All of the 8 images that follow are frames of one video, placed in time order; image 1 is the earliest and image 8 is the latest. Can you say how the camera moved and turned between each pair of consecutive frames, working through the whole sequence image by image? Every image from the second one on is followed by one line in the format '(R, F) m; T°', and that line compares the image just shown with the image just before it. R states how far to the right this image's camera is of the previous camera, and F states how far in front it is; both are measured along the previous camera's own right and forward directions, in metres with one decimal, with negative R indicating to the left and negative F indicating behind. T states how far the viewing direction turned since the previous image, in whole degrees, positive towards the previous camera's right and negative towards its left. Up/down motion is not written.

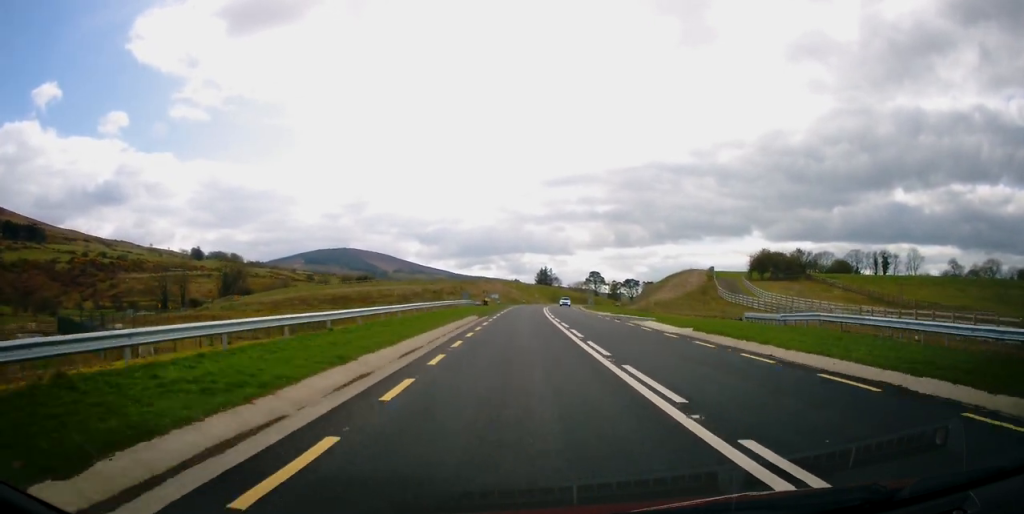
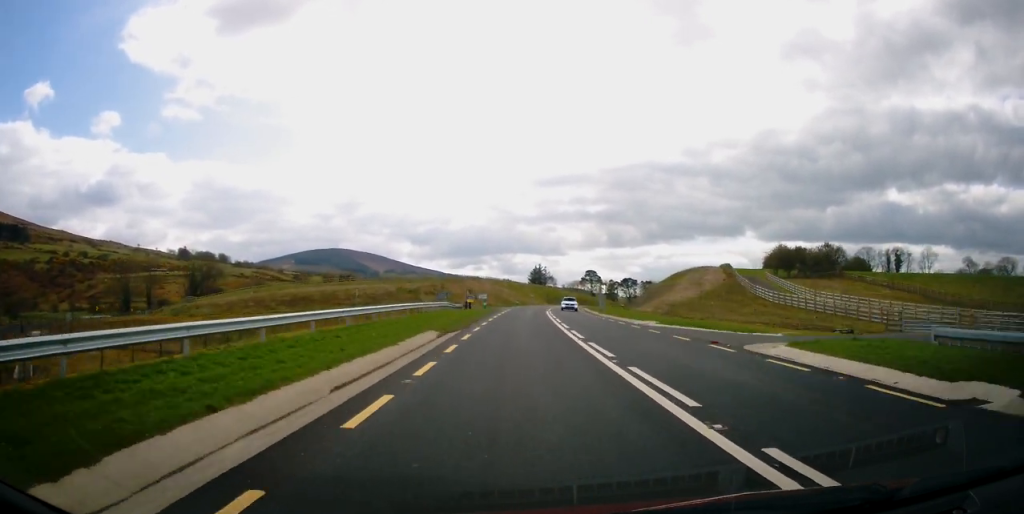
(0.0, +18.1) m; 0°
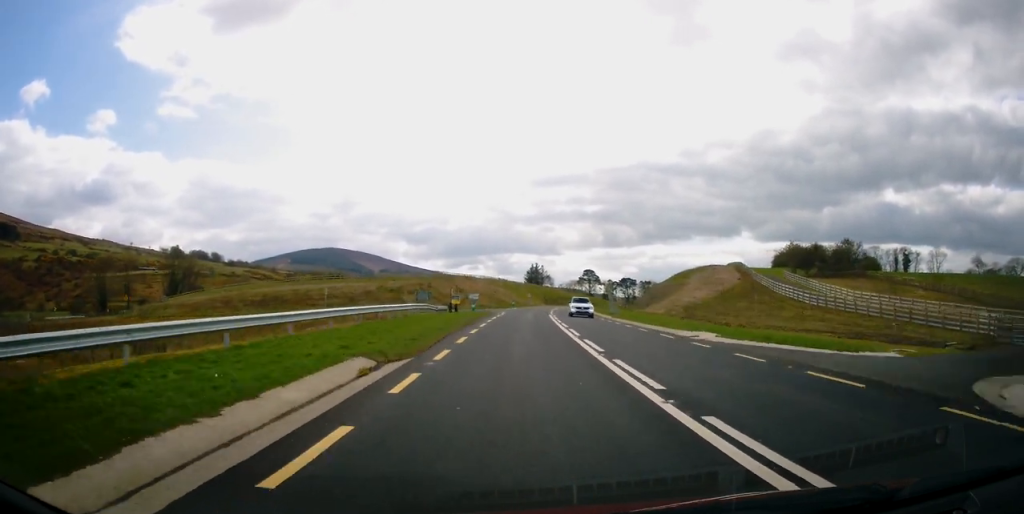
(0.0, +10.3) m; +1°
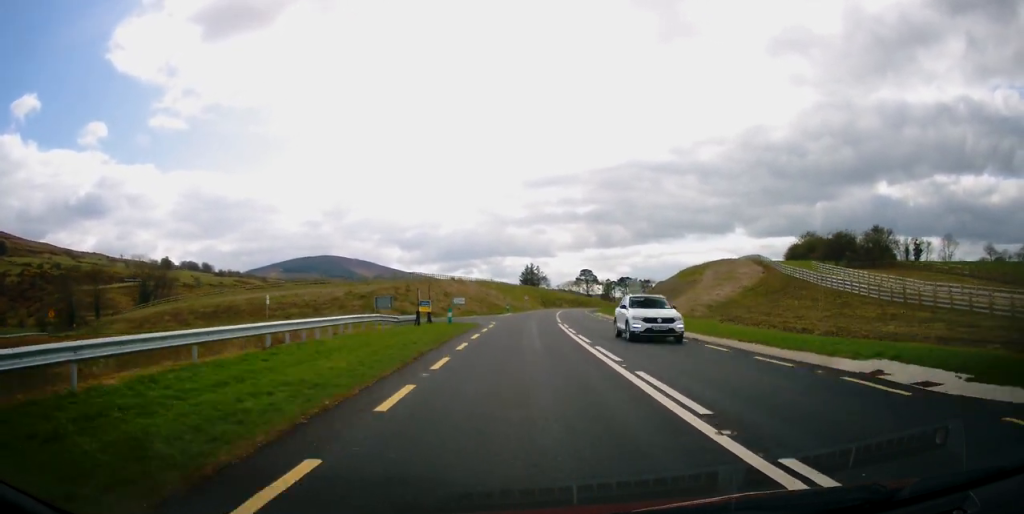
(-0.1, +13.7) m; +1°
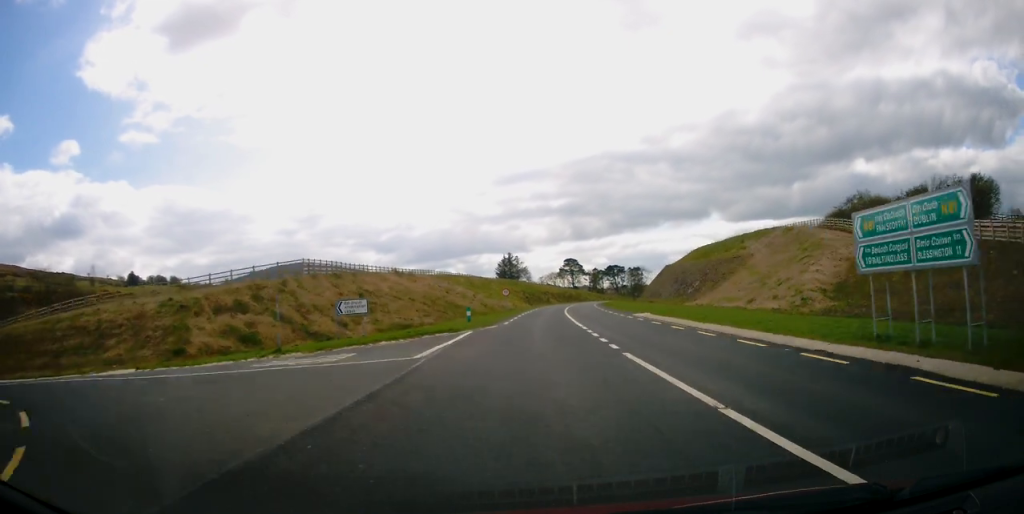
(+0.8, +34.2) m; +2°
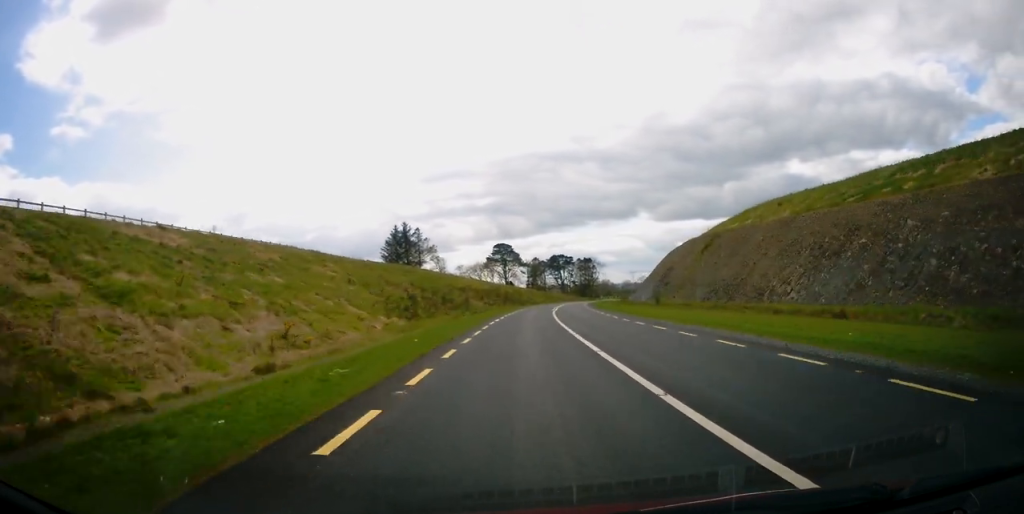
(+4.5, +77.2) m; +6°
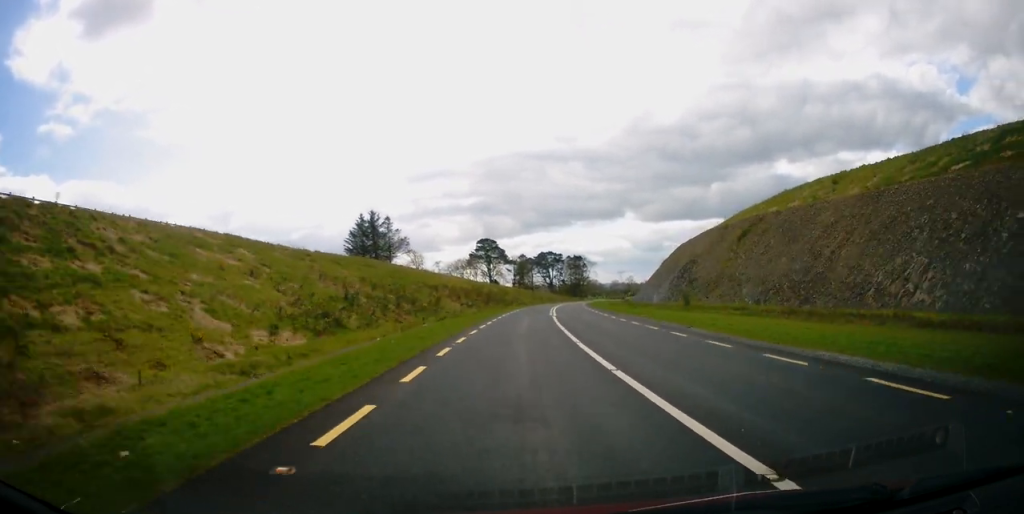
(+0.2, +15.9) m; +1°
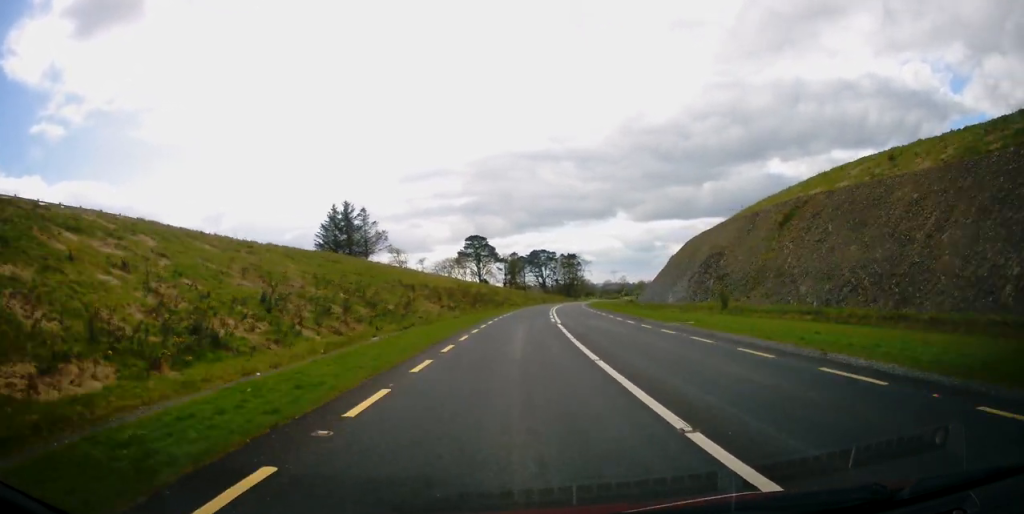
(+0.1, +11.0) m; +1°
